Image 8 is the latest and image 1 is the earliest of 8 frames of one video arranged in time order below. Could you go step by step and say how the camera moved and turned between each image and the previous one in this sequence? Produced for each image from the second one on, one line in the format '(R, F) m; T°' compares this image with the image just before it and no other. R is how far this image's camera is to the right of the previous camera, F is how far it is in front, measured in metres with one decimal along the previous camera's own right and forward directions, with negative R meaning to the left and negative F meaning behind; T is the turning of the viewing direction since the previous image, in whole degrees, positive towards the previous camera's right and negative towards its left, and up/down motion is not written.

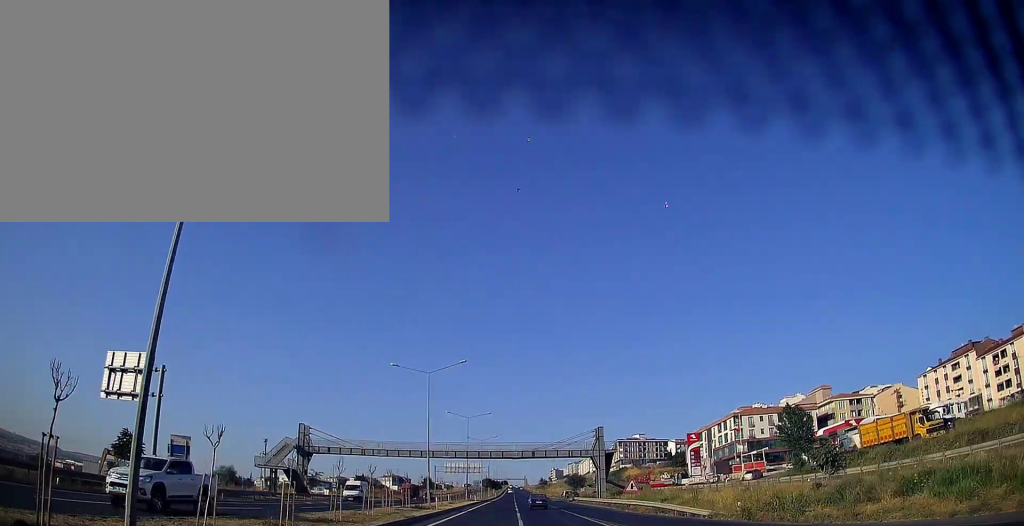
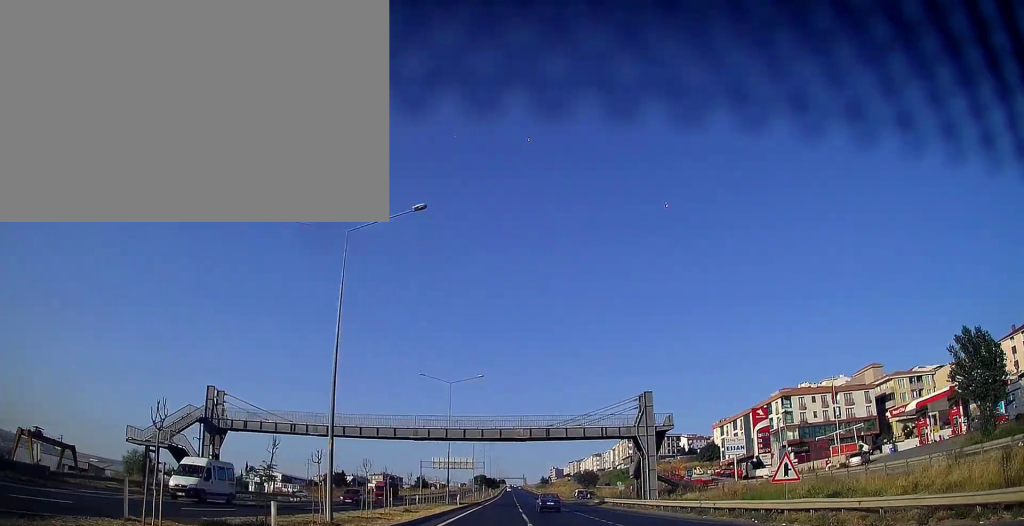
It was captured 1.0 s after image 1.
(+0.1, +27.6) m; +1°
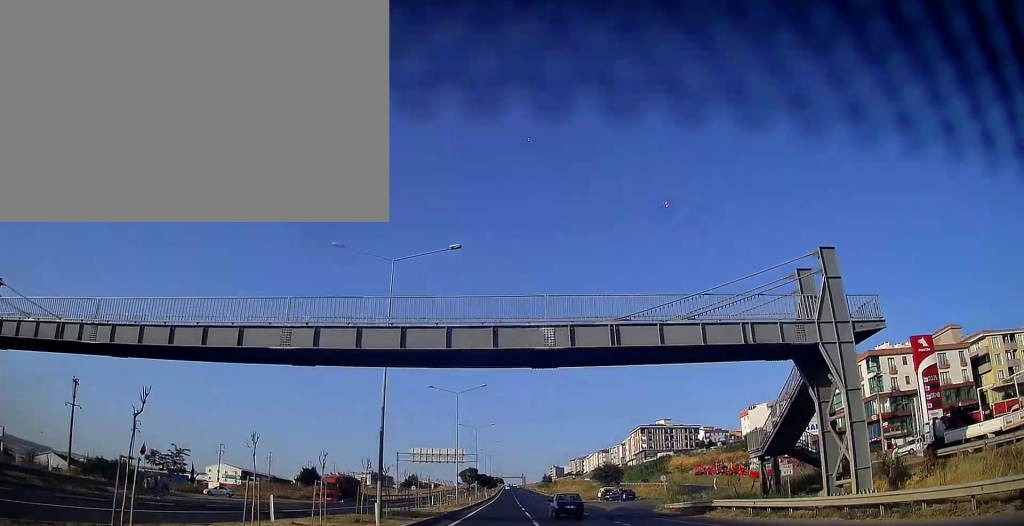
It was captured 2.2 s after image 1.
(+0.1, +32.2) m; 0°
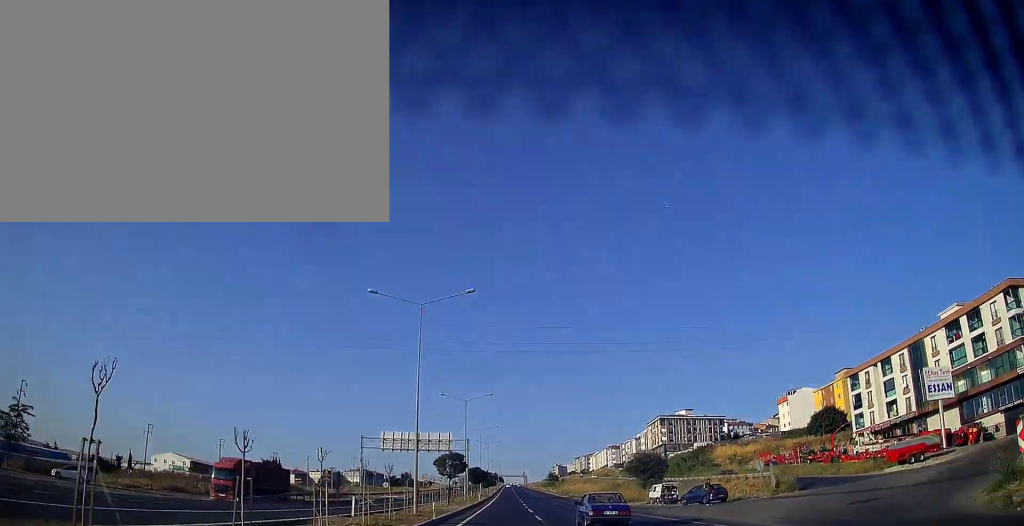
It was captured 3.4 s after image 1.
(0.0, +31.4) m; 0°
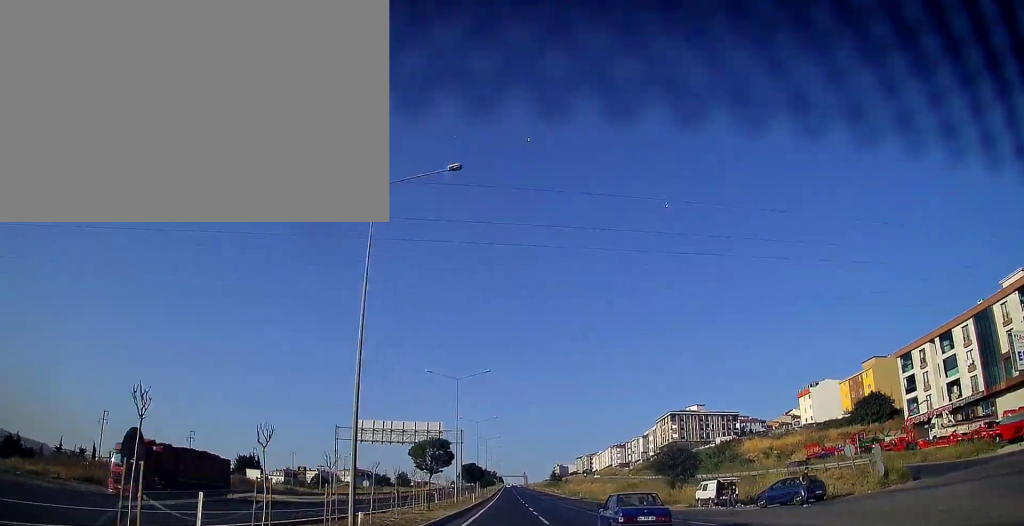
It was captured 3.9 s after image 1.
(0.0, +13.5) m; 0°
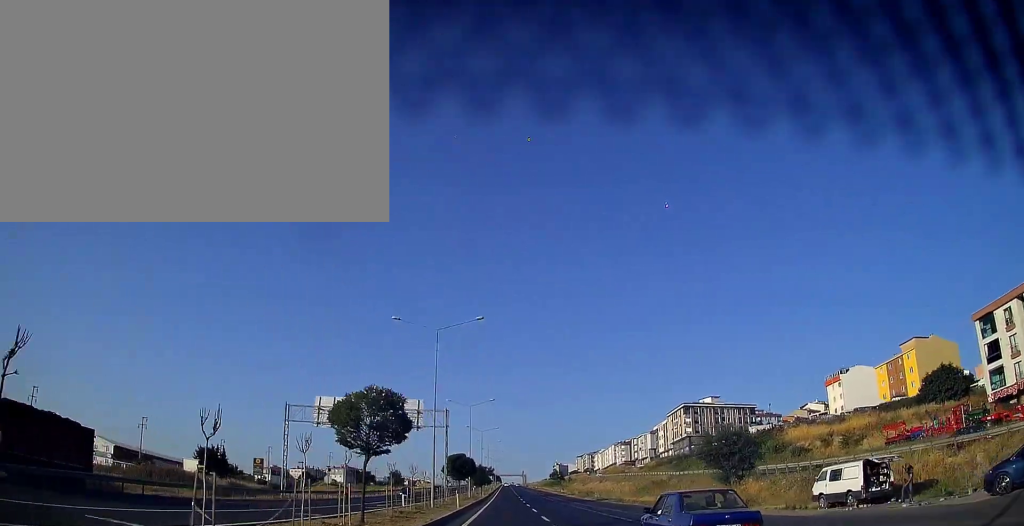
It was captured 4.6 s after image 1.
(0.0, +18.9) m; 0°
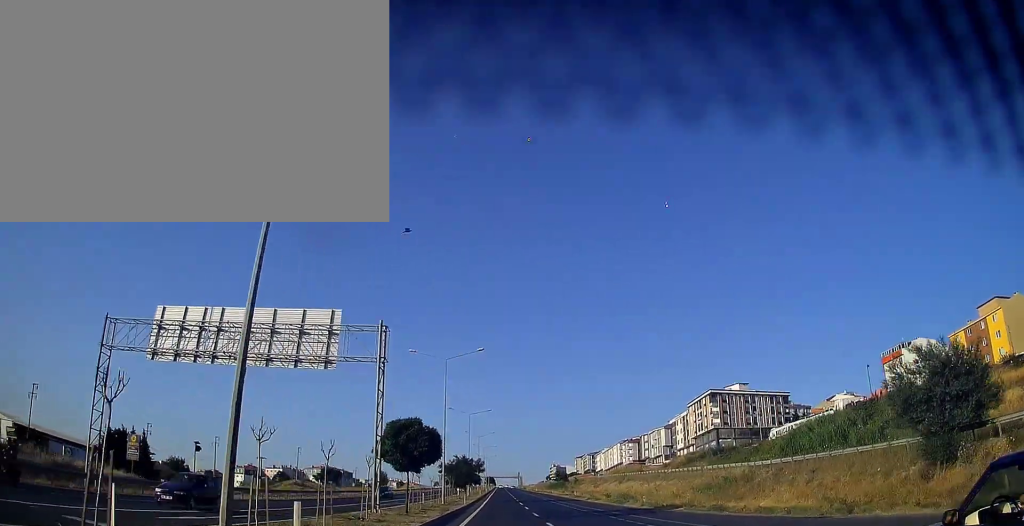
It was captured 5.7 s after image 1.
(+0.2, +29.6) m; 0°
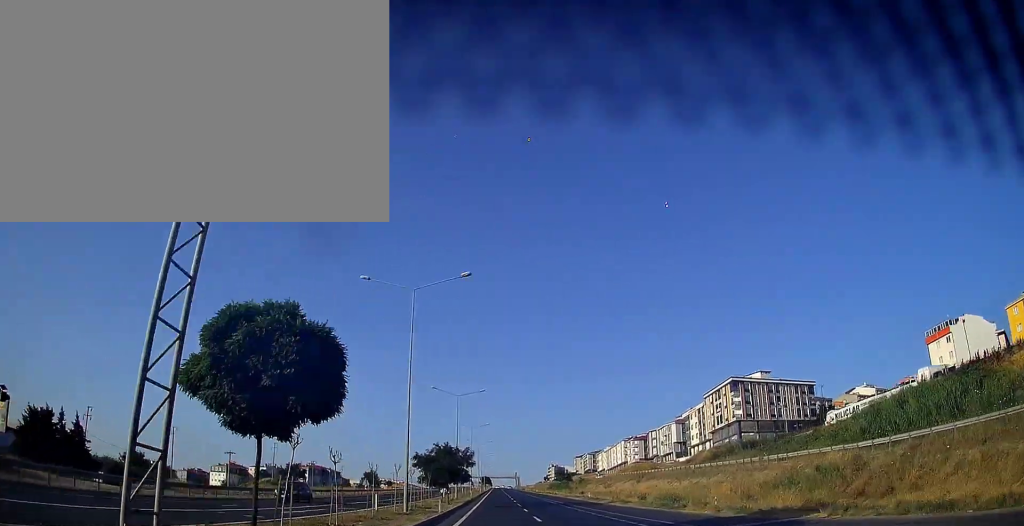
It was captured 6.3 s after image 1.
(0.0, +17.0) m; 0°
